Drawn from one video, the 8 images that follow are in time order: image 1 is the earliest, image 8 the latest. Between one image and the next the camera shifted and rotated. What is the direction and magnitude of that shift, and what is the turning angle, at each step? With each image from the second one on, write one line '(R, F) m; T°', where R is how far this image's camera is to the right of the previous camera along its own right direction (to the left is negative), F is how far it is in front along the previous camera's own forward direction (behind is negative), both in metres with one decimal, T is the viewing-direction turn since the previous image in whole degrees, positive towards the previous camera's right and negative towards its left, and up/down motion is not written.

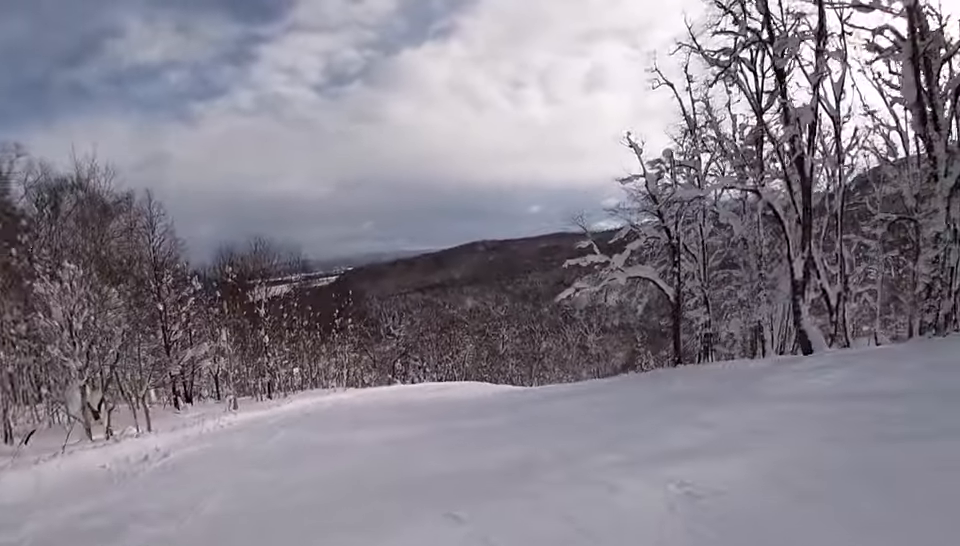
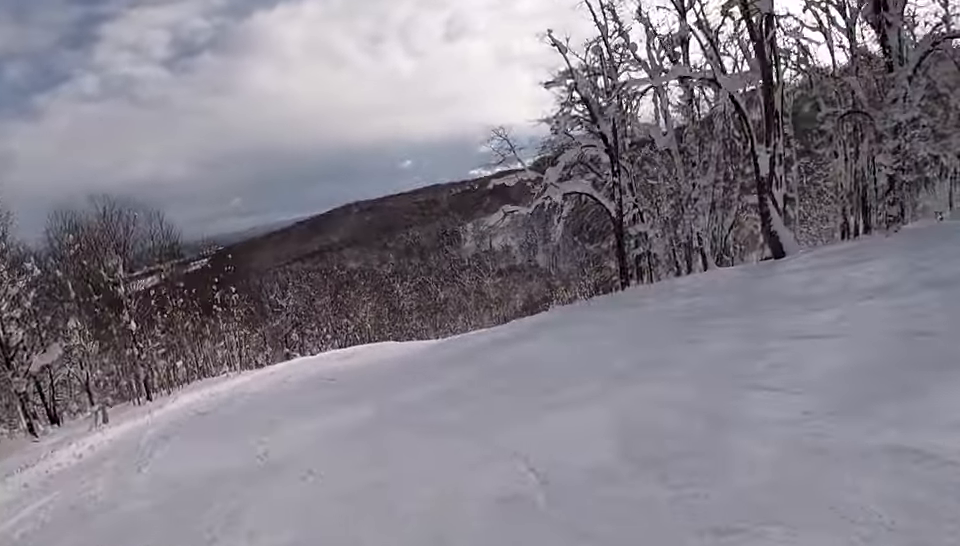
(+0.3, +4.5) m; +8°
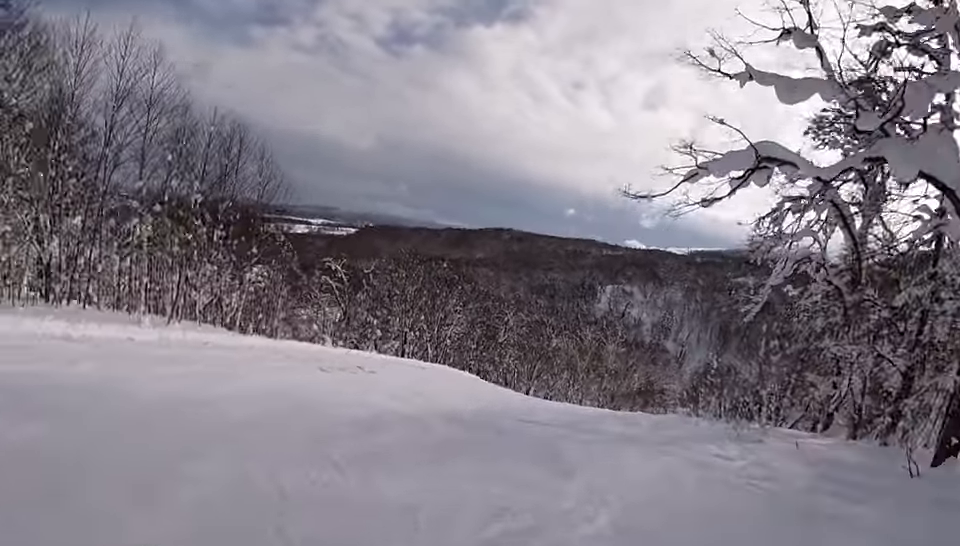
(-0.5, +13.4) m; -15°
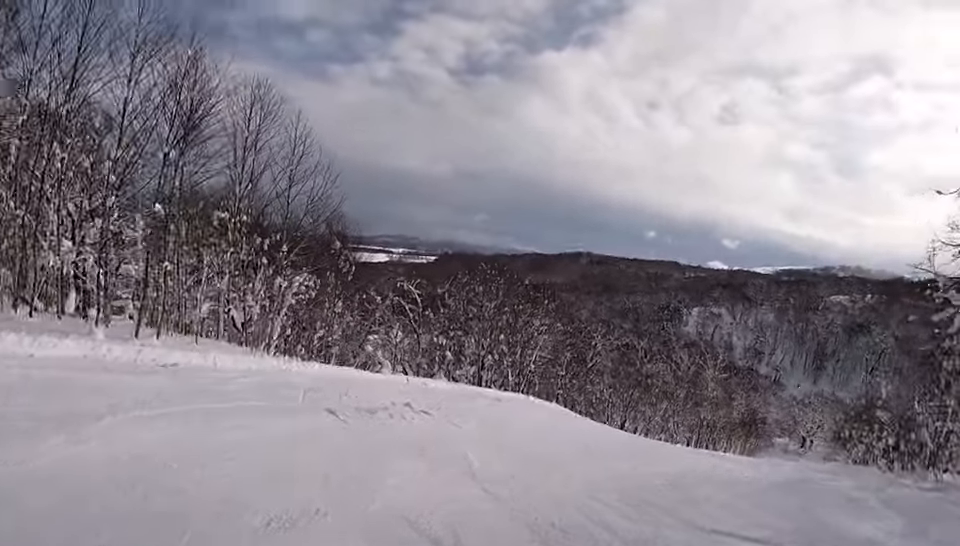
(-0.7, +6.4) m; +5°
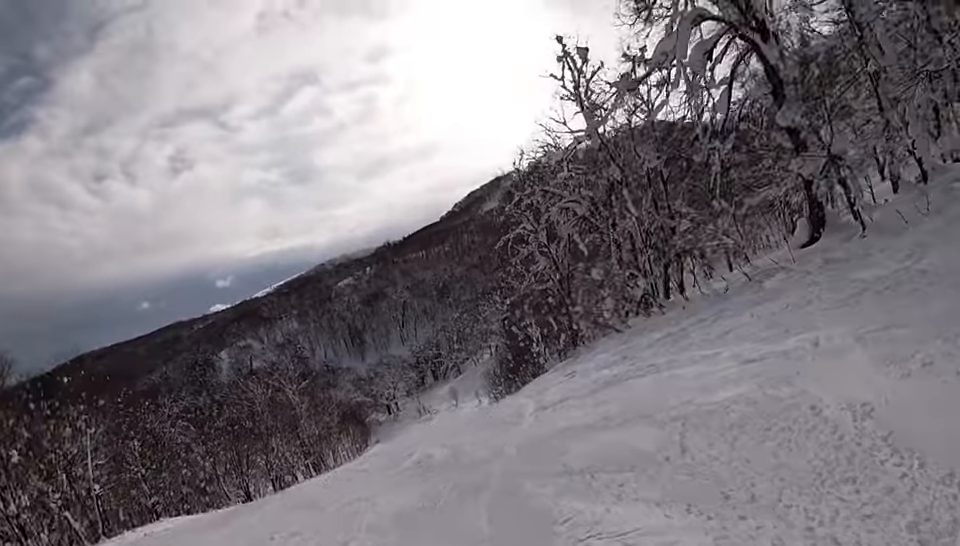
(+4.2, +9.9) m; +34°
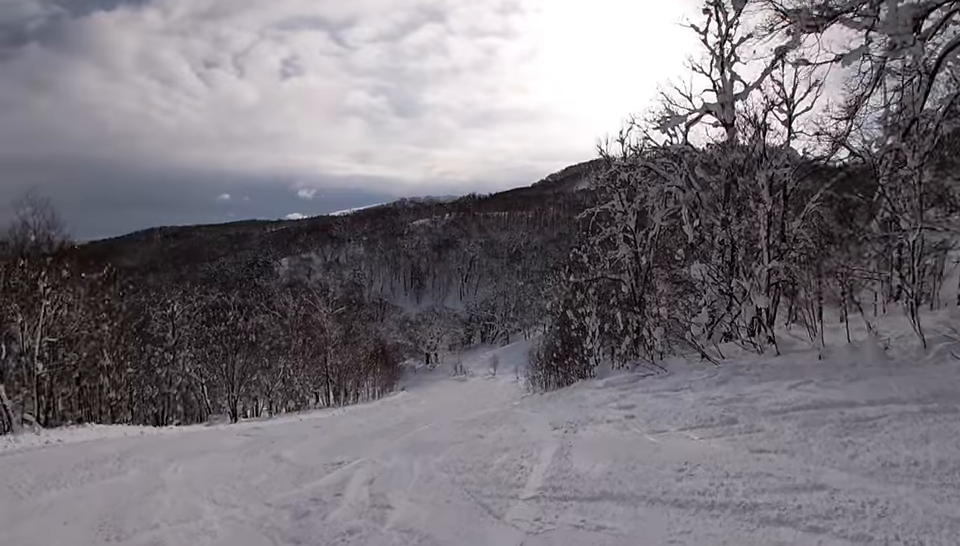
(0.0, +5.2) m; -1°
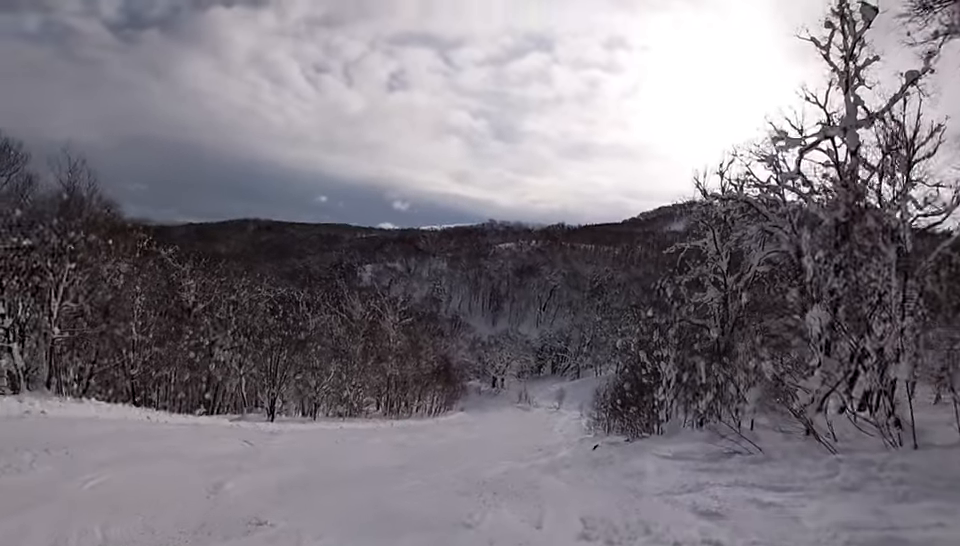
(-0.2, +3.1) m; -4°
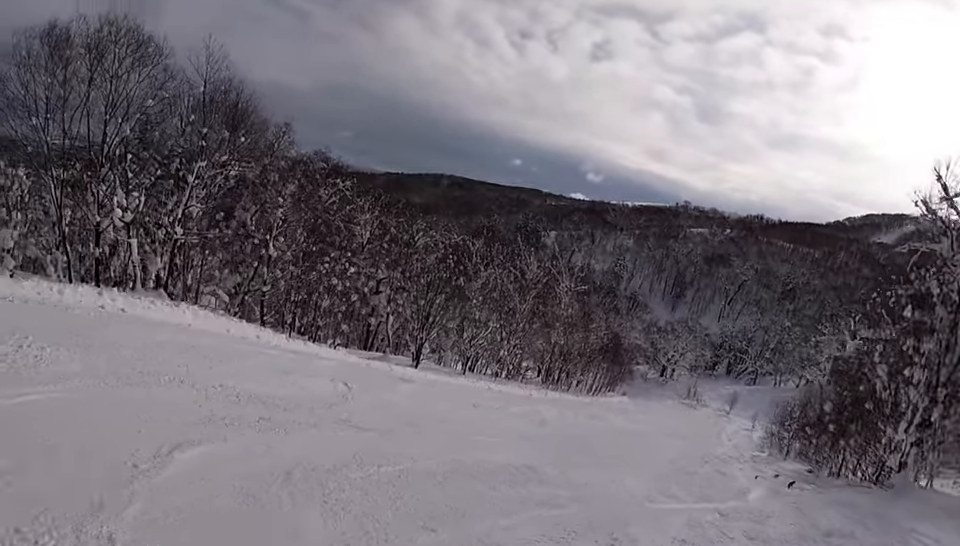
(+0.3, +4.3) m; -9°
